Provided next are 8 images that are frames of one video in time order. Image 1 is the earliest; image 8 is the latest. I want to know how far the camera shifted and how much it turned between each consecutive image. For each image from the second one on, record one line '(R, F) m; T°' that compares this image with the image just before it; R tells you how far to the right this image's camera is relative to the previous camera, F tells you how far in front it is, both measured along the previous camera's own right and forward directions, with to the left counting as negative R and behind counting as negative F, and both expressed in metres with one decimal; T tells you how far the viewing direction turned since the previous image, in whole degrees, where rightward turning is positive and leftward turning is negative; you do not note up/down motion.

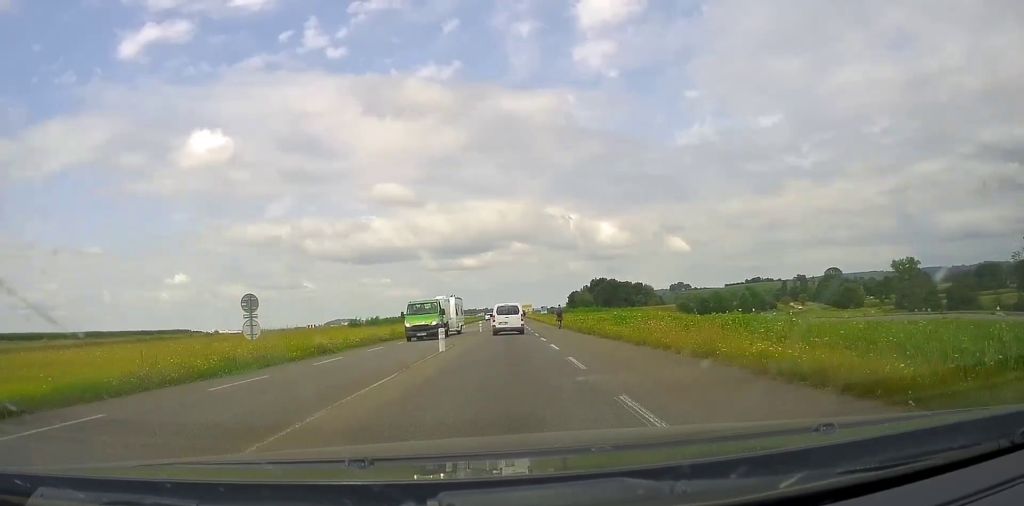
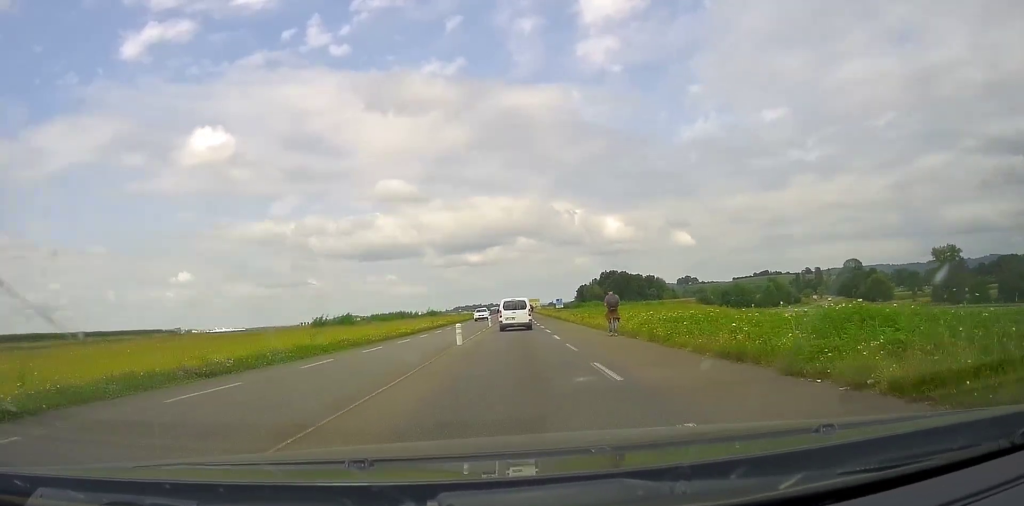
(+0.5, +21.9) m; 0°
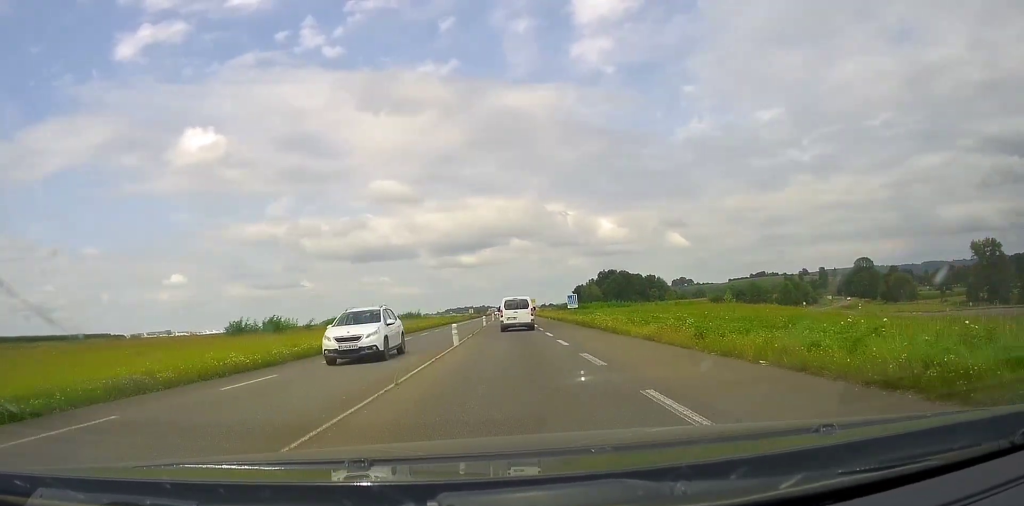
(-0.8, +24.3) m; -1°
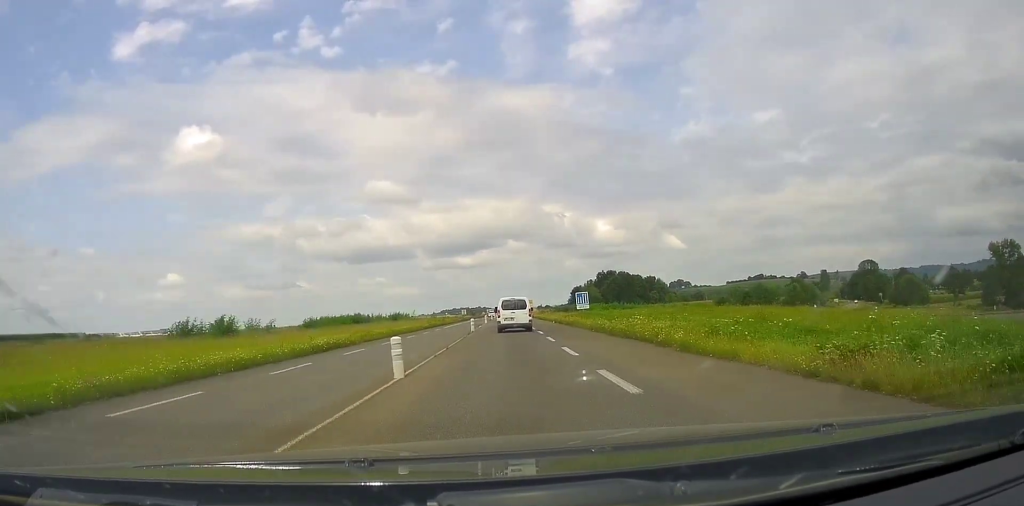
(0.0, +10.4) m; +1°
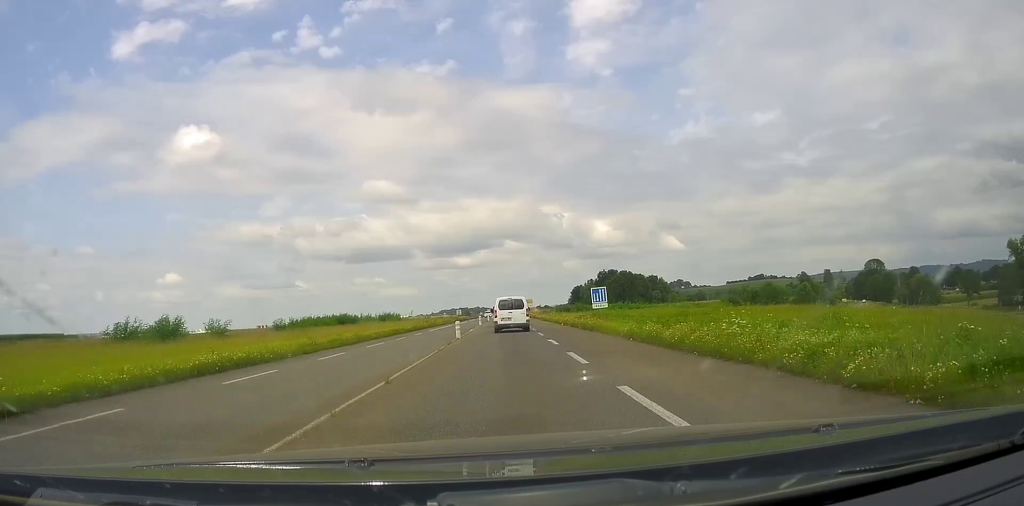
(+0.1, +9.3) m; +1°
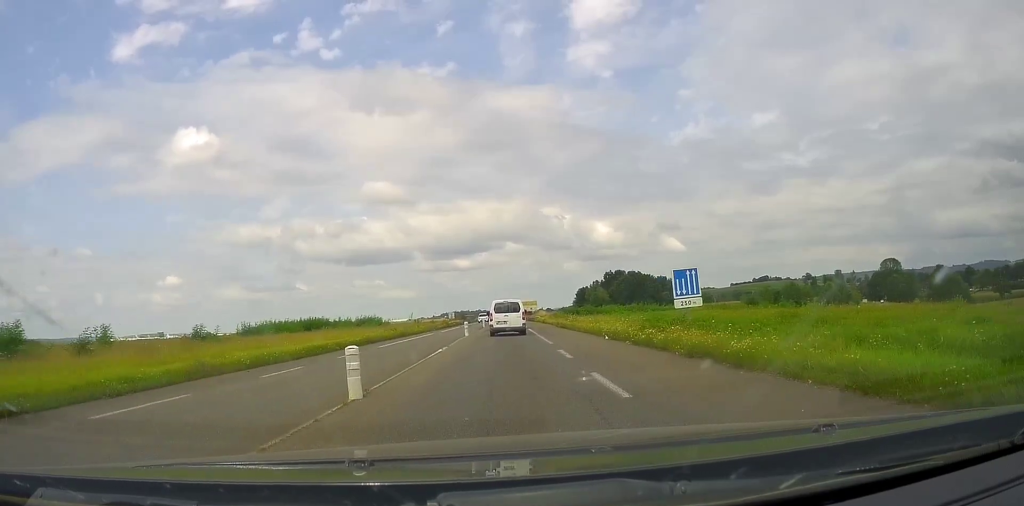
(+0.1, +18.1) m; 0°
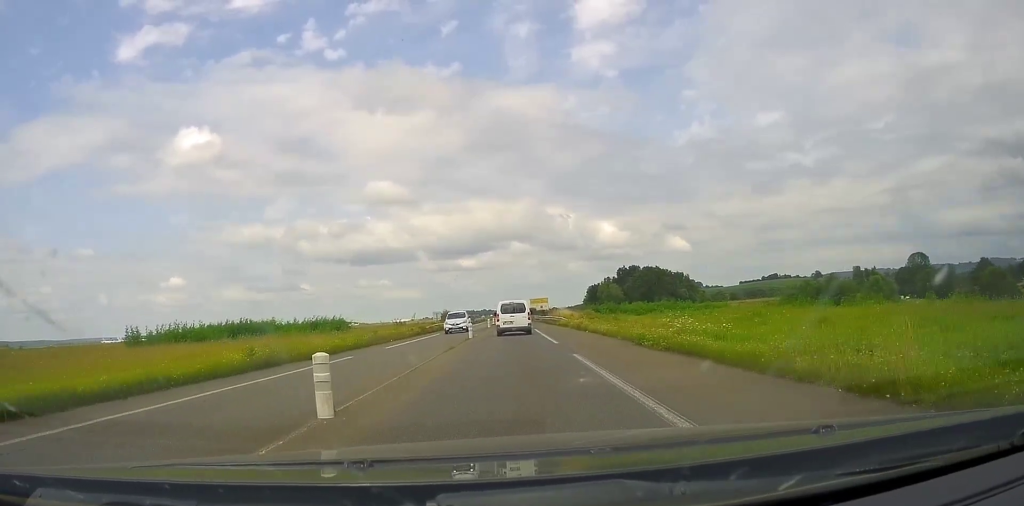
(+0.3, +26.5) m; +1°
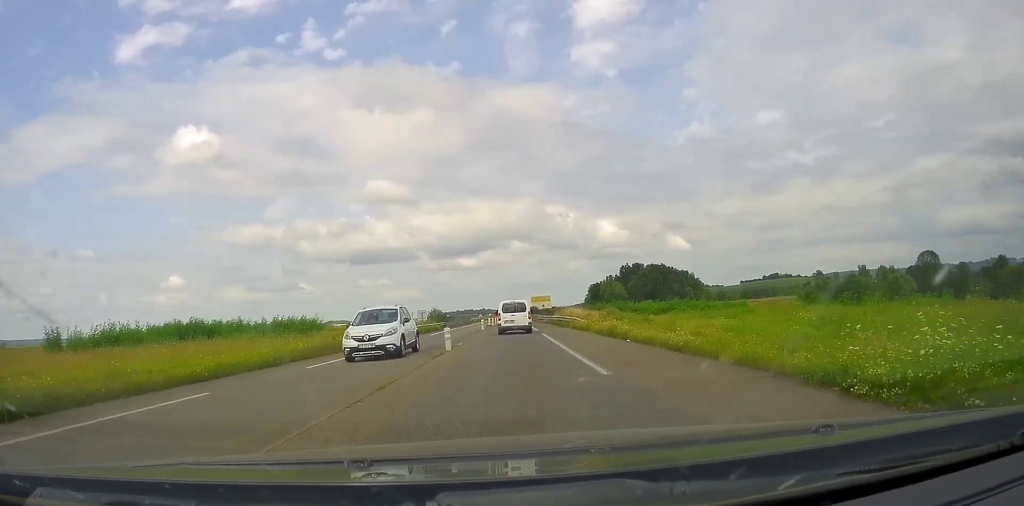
(+0.2, +11.3) m; -1°
